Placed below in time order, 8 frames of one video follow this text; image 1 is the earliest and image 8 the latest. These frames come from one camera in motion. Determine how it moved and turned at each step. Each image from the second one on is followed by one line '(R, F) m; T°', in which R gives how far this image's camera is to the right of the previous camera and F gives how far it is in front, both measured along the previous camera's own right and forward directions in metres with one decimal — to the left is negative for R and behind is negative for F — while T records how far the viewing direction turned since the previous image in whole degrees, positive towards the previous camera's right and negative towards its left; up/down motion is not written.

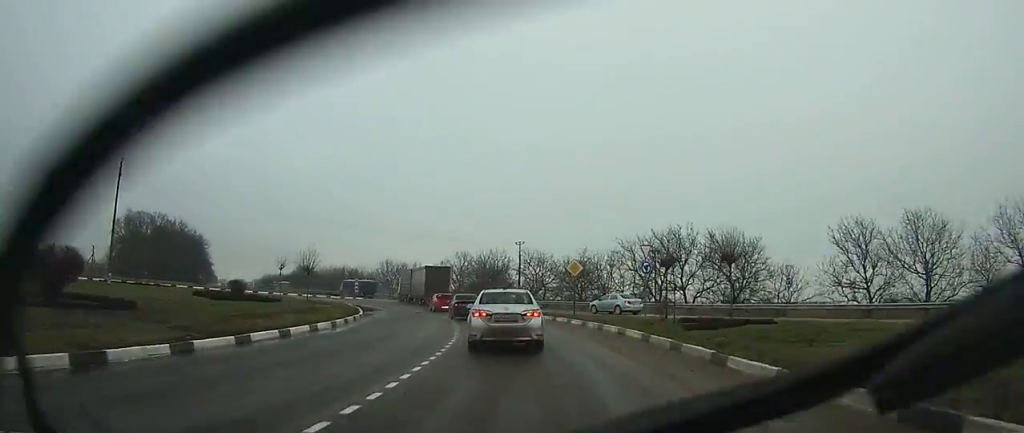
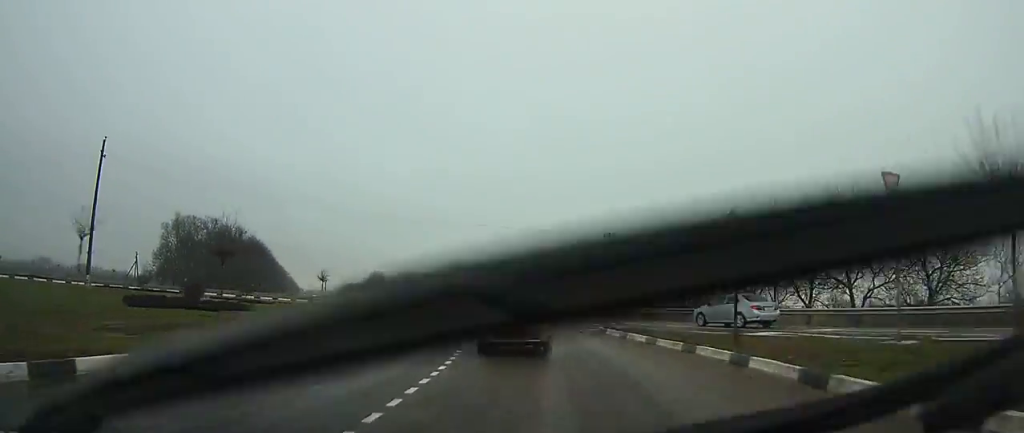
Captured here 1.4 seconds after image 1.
(-1.9, +17.4) m; -8°
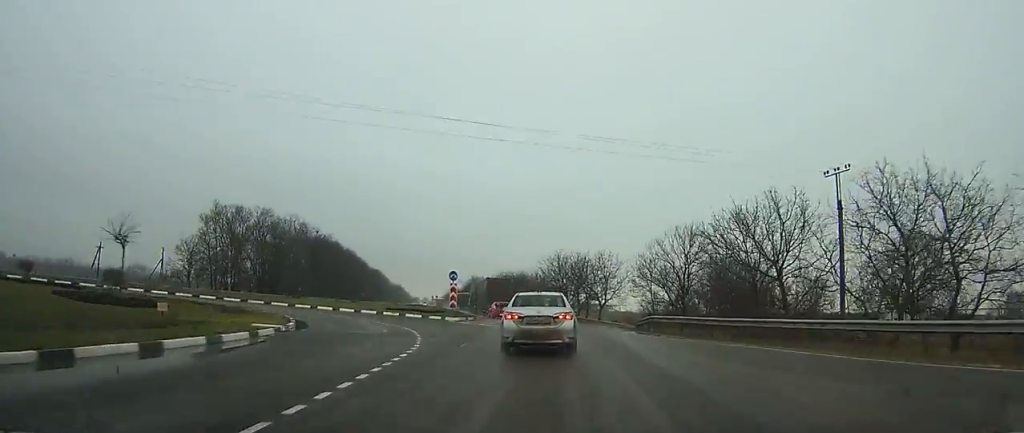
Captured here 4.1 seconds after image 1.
(-3.7, +33.5) m; -11°
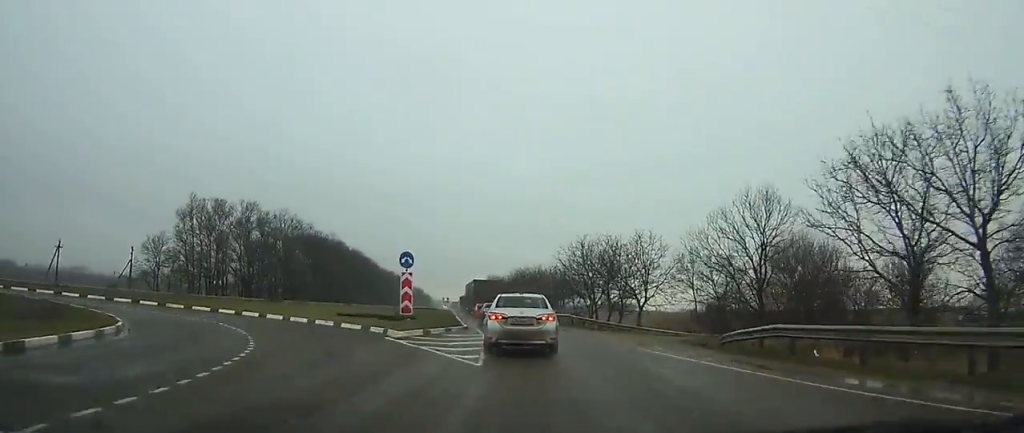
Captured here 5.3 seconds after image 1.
(-0.7, +16.5) m; -4°
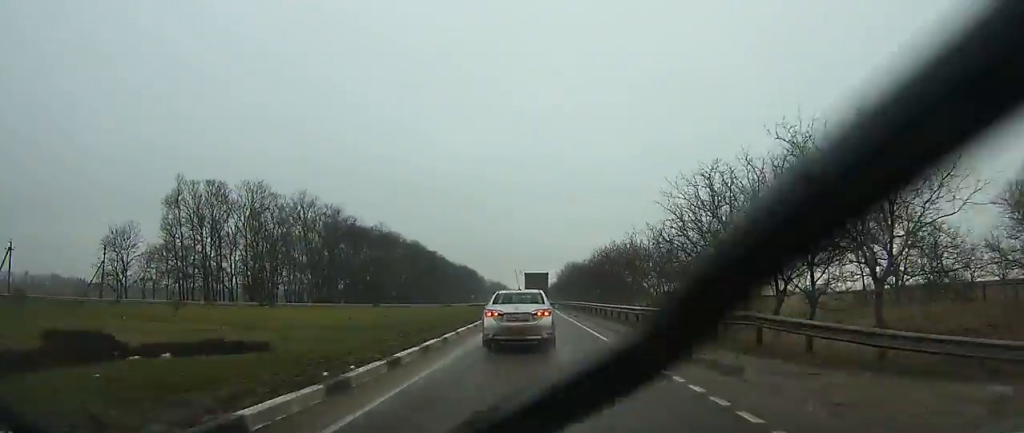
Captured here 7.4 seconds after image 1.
(-1.4, +27.4) m; -5°
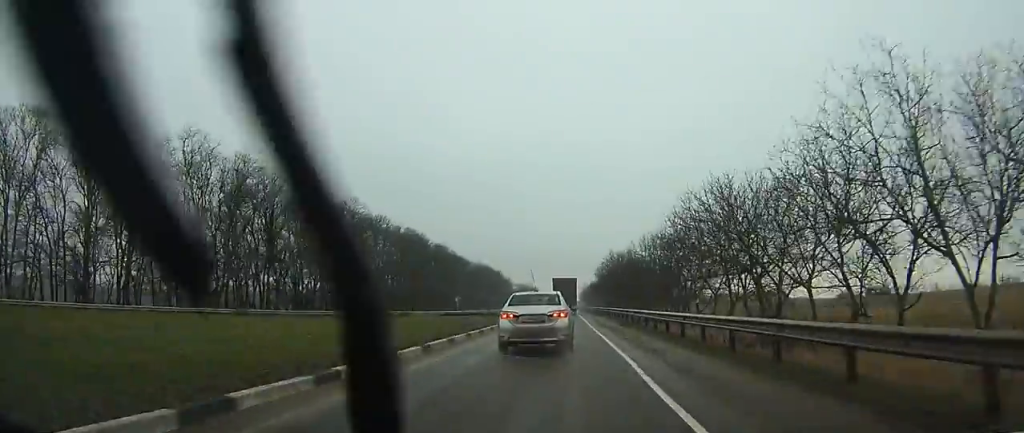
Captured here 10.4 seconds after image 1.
(-1.9, +40.7) m; -3°
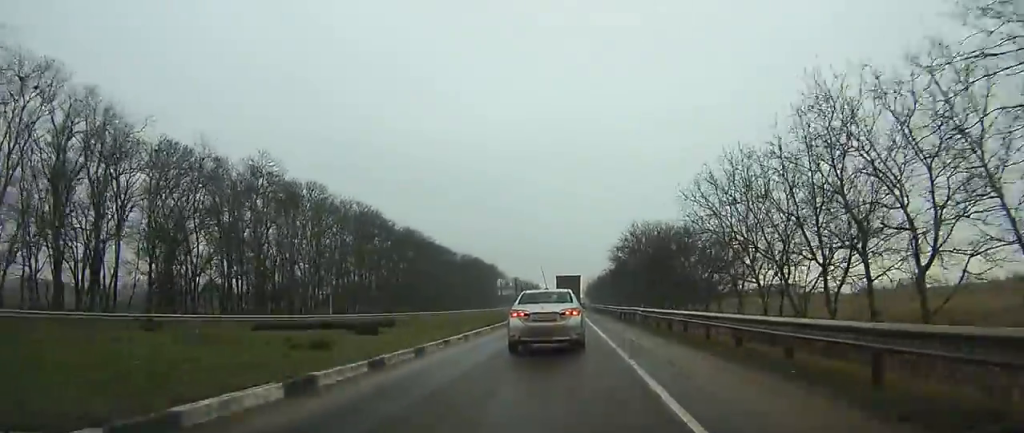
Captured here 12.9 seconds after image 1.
(+0.2, +33.6) m; 0°
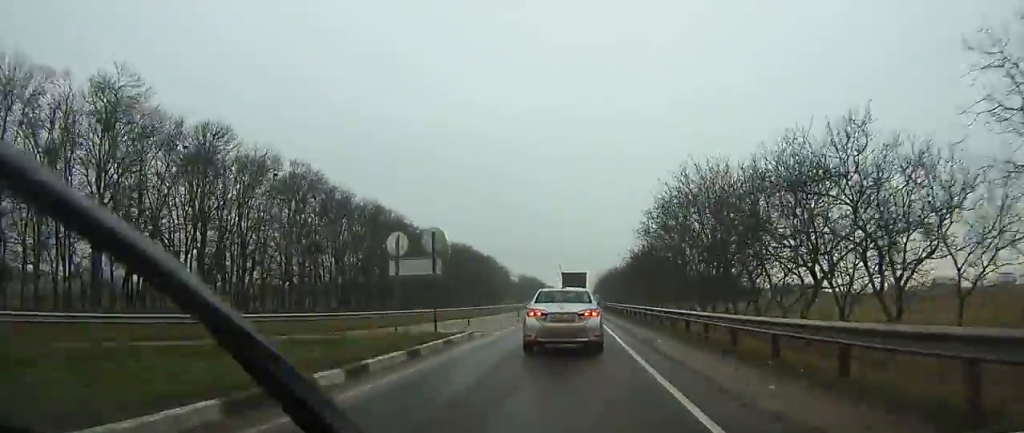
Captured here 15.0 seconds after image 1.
(0.0, +28.7) m; 0°
